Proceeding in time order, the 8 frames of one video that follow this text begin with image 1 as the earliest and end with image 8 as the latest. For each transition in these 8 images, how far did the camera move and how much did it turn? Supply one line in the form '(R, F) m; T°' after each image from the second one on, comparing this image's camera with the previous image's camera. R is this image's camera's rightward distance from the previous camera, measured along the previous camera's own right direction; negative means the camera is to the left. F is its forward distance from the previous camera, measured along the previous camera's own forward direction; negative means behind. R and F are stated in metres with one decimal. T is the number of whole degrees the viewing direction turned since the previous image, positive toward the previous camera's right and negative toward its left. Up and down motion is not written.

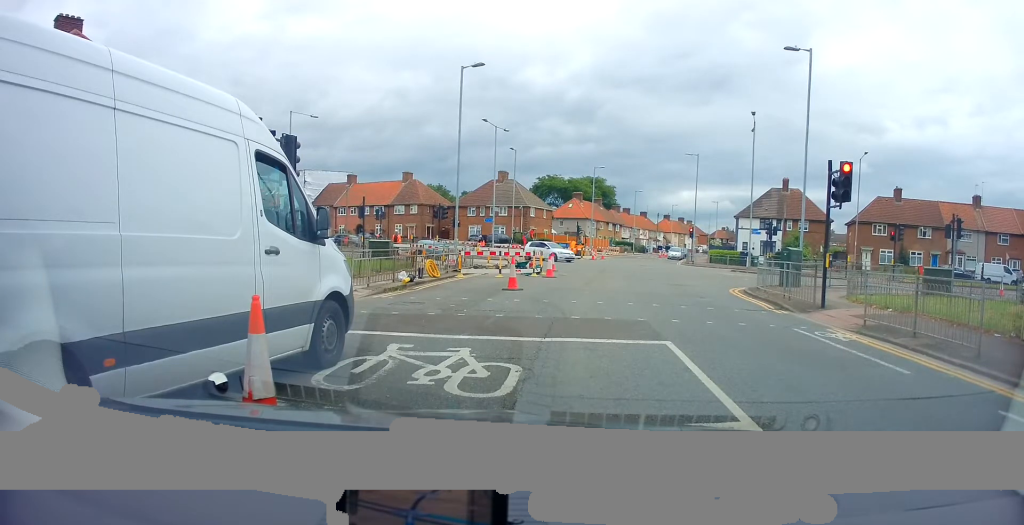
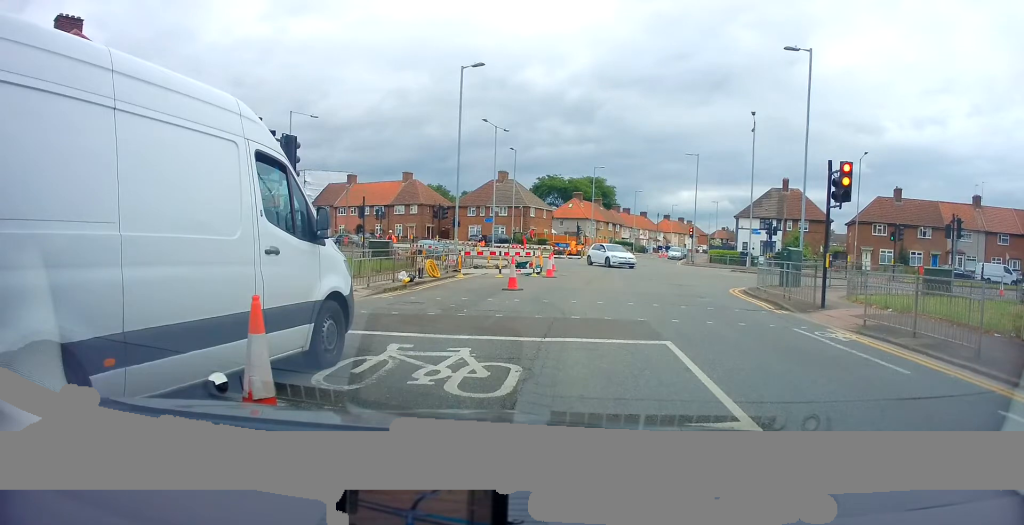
(0.0, 0.0) m; 0°
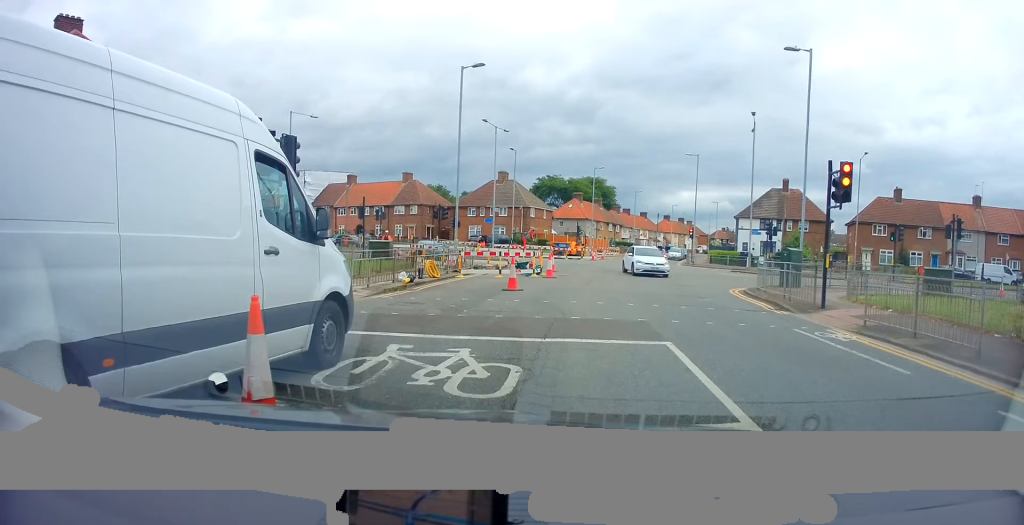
(-0.1, +0.2) m; 0°
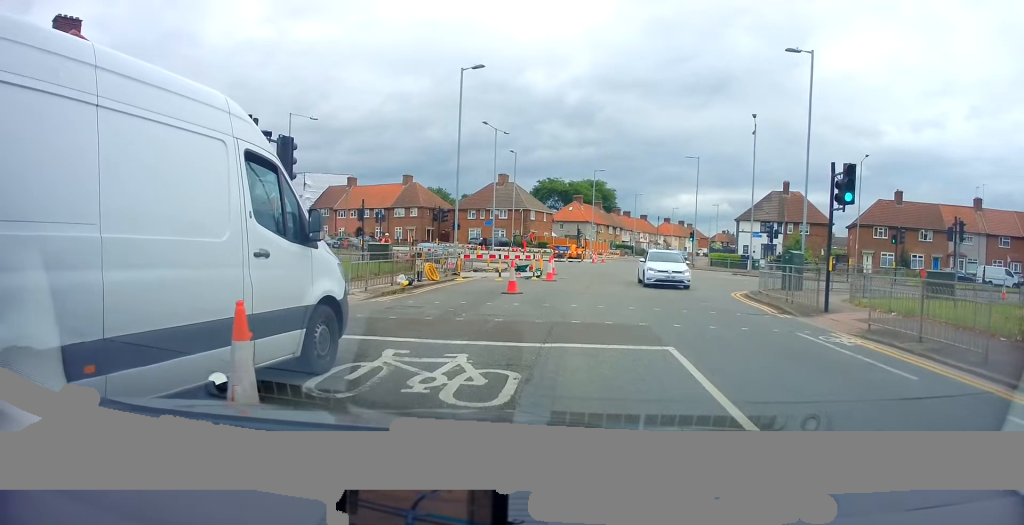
(-0.1, +0.3) m; +1°
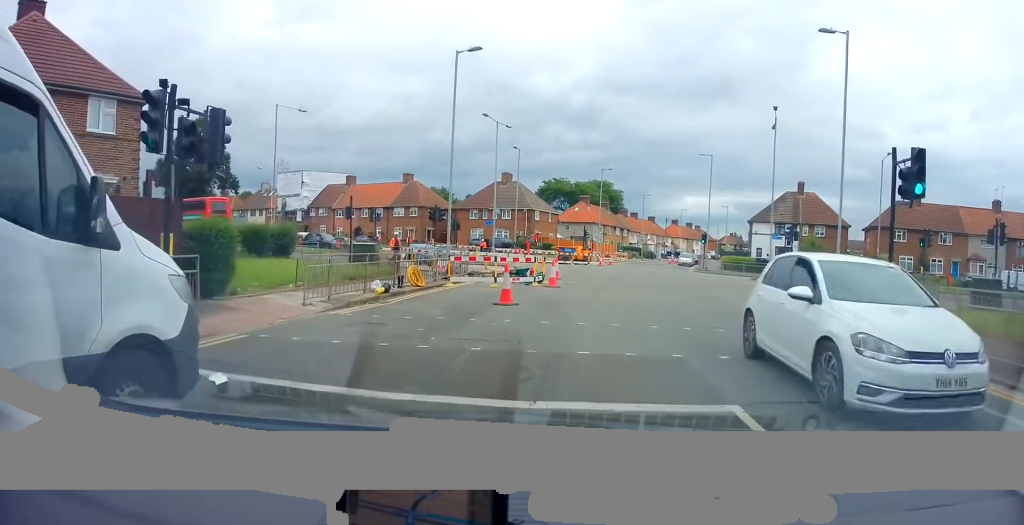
(+0.5, +2.9) m; +2°
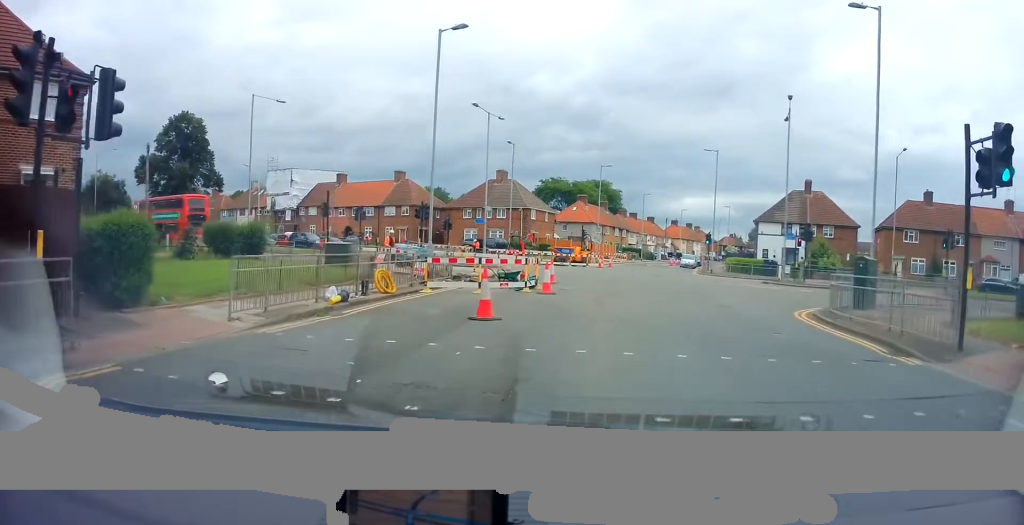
(-0.4, +2.8) m; -3°
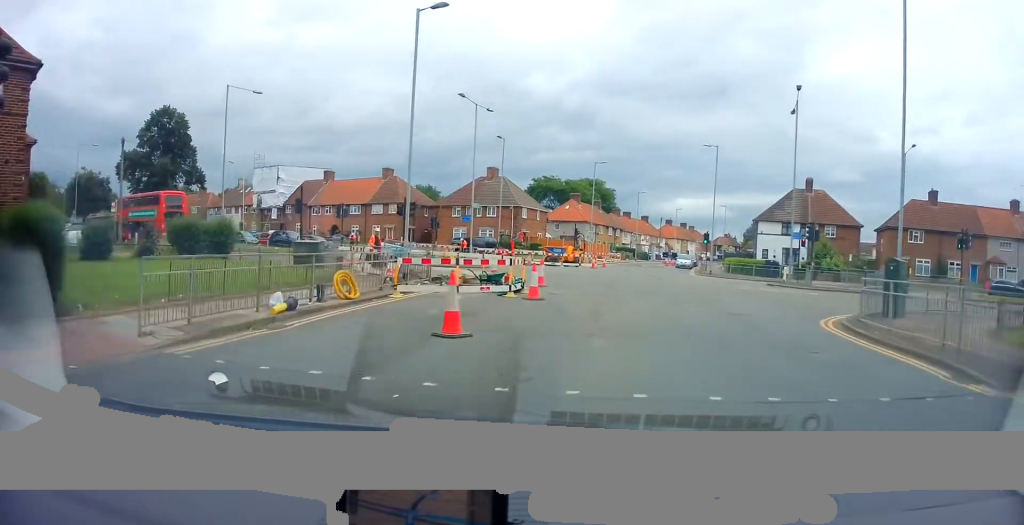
(-0.3, +2.0) m; 0°
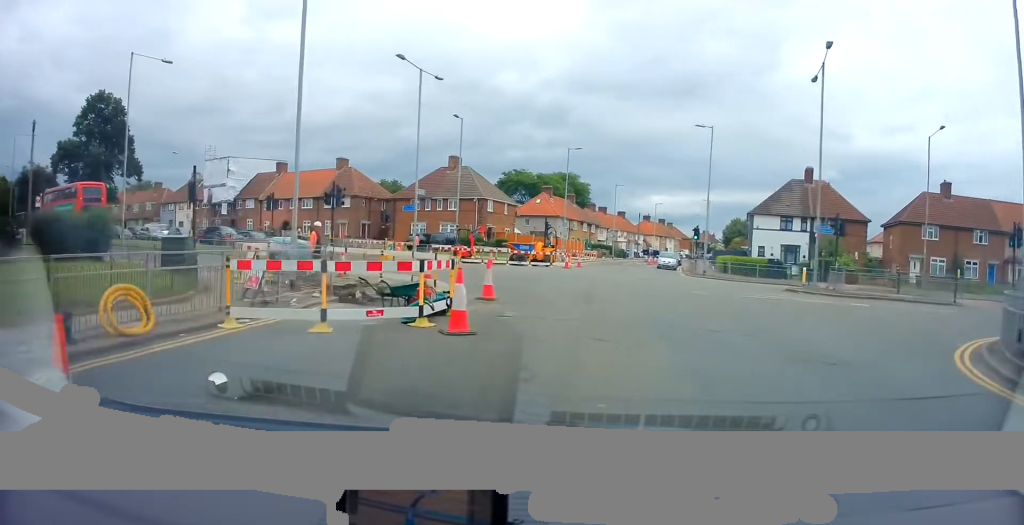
(+0.6, +6.6) m; +2°
